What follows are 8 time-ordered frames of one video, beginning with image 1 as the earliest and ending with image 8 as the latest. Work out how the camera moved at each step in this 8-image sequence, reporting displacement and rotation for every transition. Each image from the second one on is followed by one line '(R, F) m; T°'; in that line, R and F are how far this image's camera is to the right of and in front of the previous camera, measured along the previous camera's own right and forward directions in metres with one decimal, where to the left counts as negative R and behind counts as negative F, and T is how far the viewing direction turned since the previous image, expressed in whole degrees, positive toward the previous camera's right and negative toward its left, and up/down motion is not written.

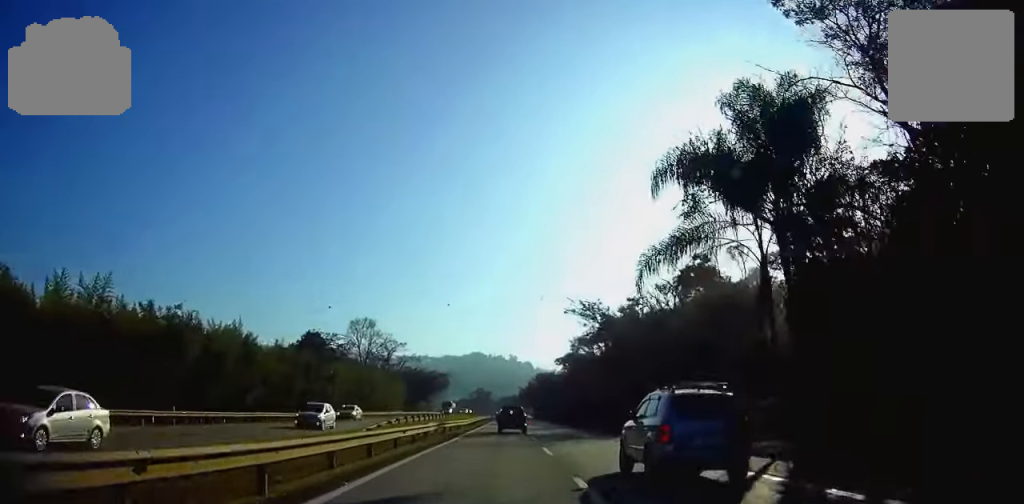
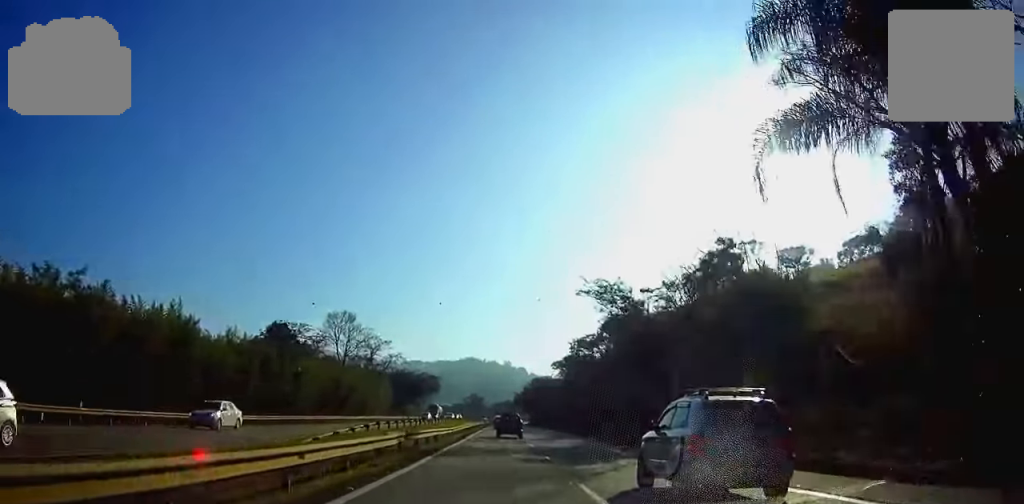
(+0.1, +11.4) m; 0°
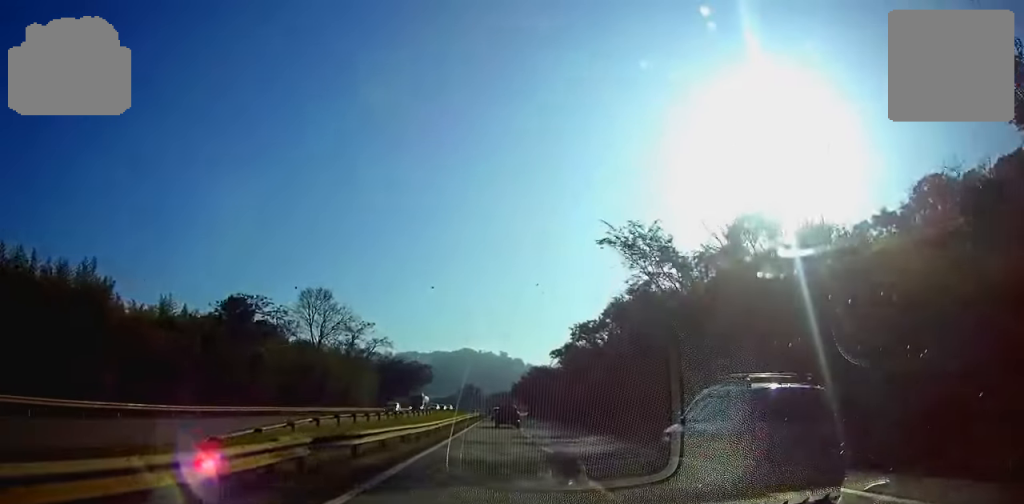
(0.0, +11.5) m; 0°
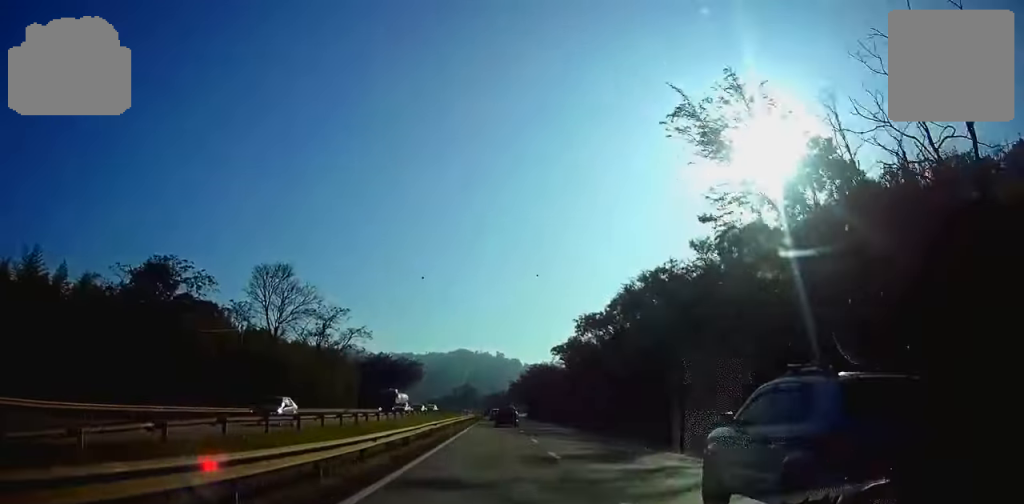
(0.0, +15.3) m; 0°
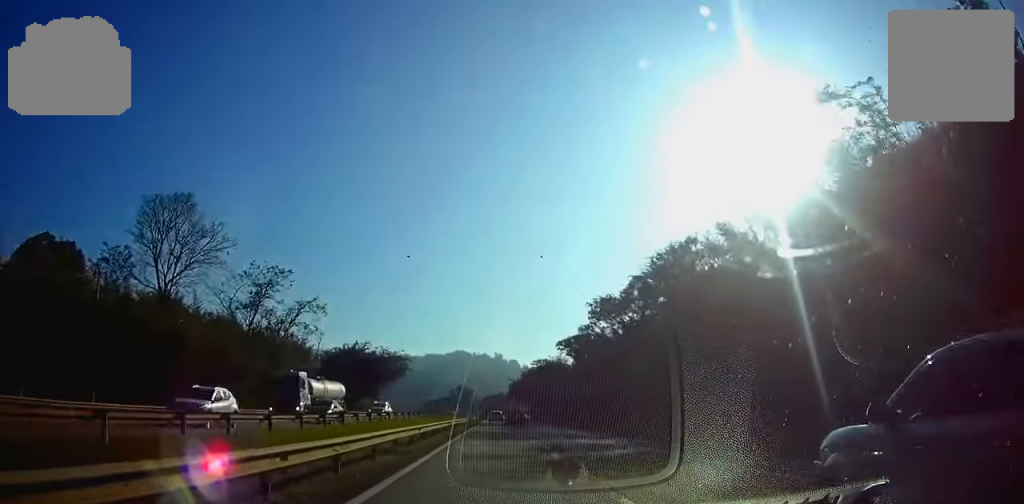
(+0.1, +23.1) m; 0°
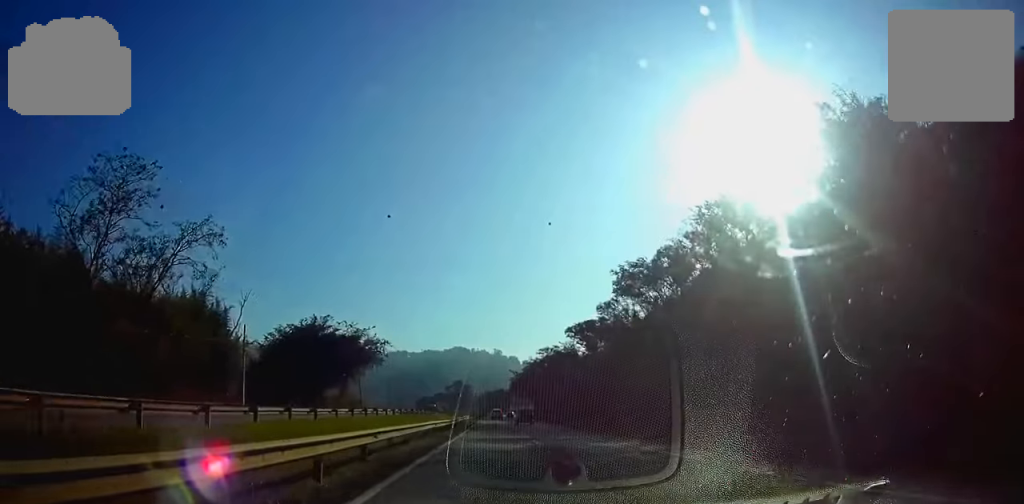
(+0.1, +25.8) m; 0°
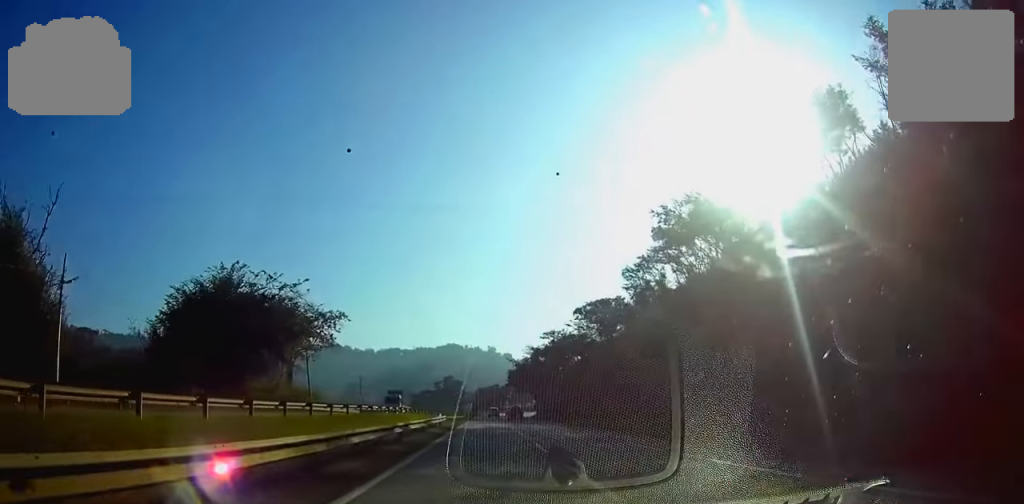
(+0.1, +27.8) m; 0°
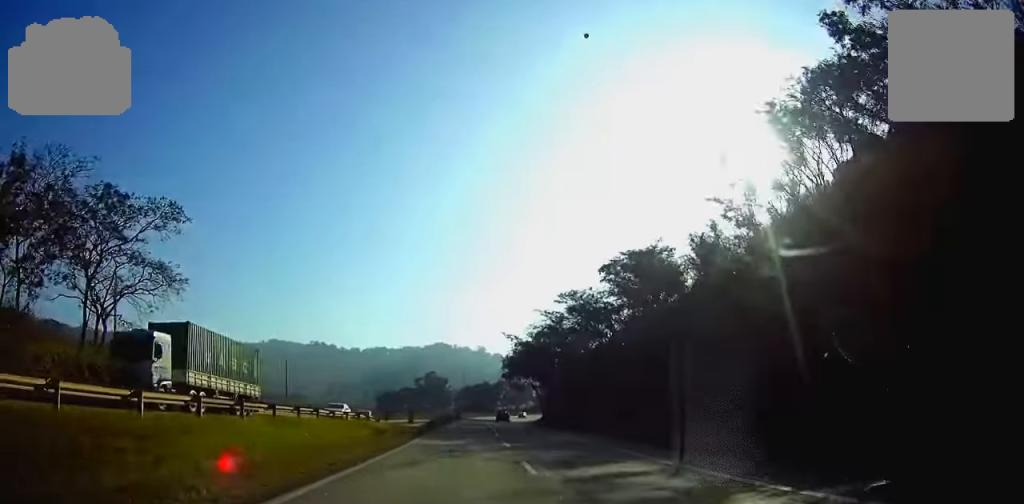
(+0.3, +42.8) m; +1°
